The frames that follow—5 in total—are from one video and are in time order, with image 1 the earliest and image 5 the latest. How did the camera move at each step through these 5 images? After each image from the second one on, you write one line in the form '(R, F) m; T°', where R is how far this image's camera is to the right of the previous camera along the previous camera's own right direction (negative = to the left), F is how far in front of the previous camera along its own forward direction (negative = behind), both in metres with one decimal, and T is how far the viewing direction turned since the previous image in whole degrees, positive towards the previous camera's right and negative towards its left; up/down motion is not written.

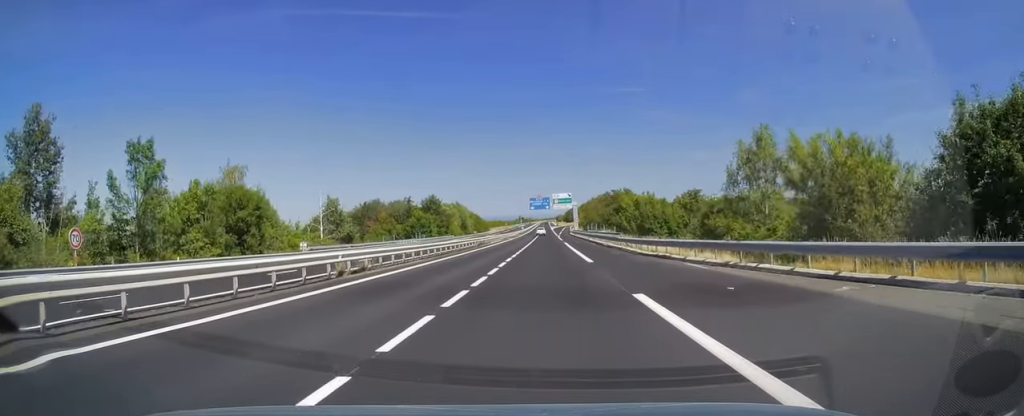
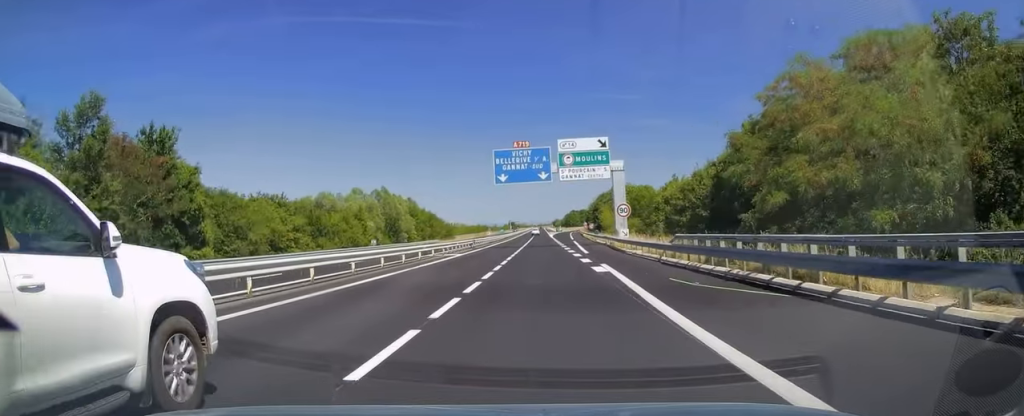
(-0.7, +90.6) m; 0°
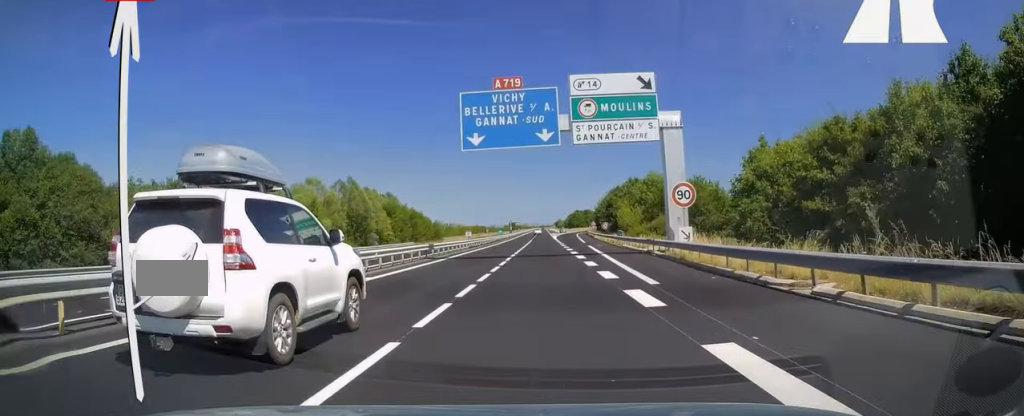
(+0.1, +22.2) m; -1°
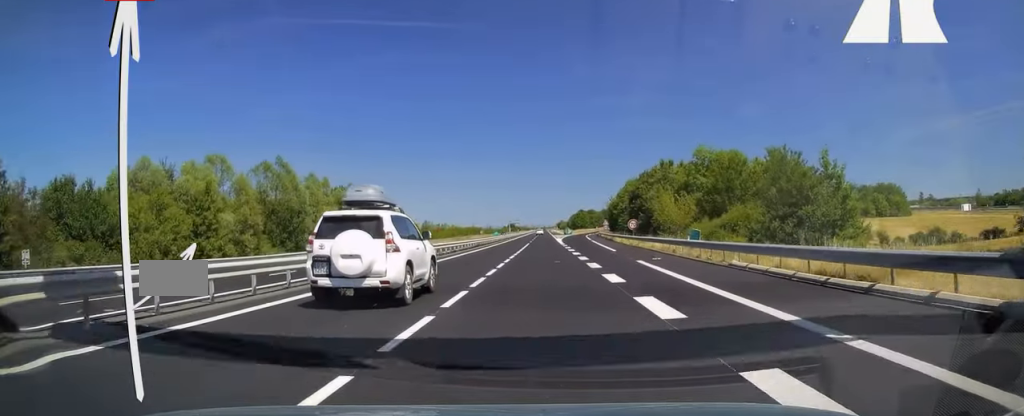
(-0.2, +27.3) m; 0°
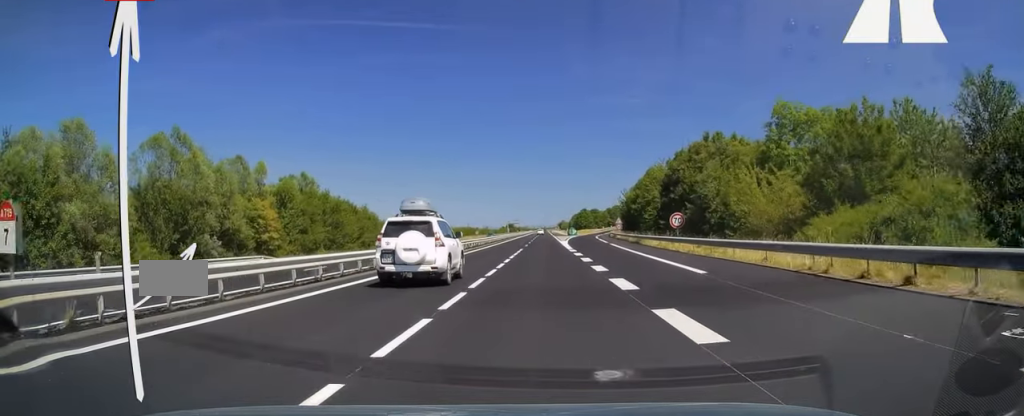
(0.0, +21.5) m; 0°
